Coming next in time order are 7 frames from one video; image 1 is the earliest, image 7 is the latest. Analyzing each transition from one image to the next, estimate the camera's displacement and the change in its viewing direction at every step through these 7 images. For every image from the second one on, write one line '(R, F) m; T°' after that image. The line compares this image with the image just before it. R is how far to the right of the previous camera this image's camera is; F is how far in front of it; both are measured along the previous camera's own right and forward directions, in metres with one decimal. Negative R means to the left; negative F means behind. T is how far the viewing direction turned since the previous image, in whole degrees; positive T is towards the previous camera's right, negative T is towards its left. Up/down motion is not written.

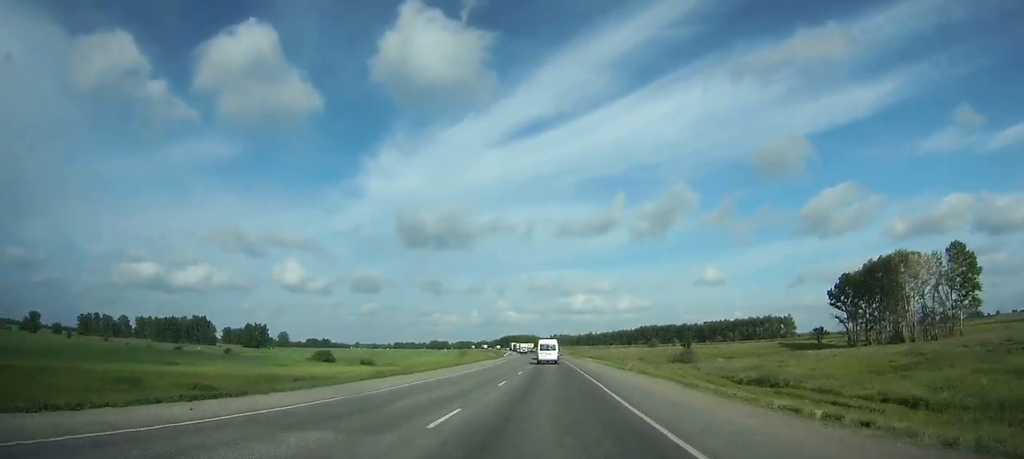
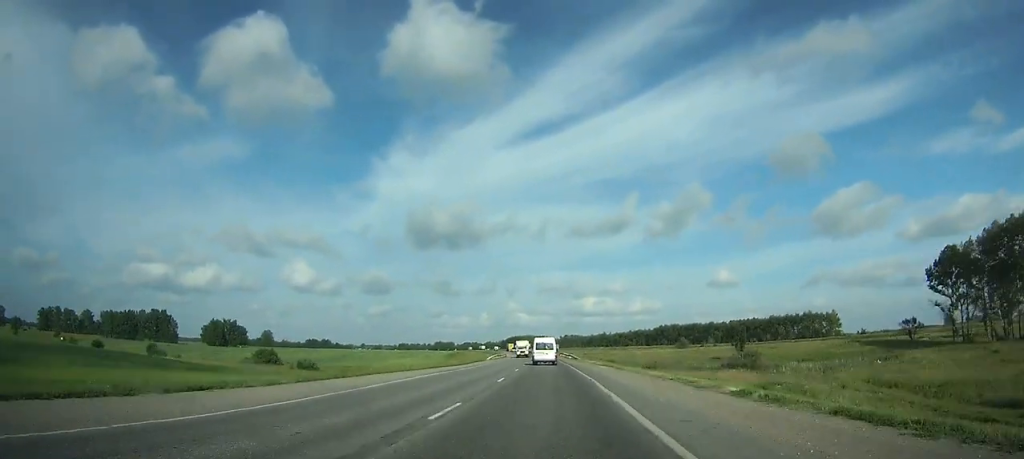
(-0.4, +46.5) m; -1°
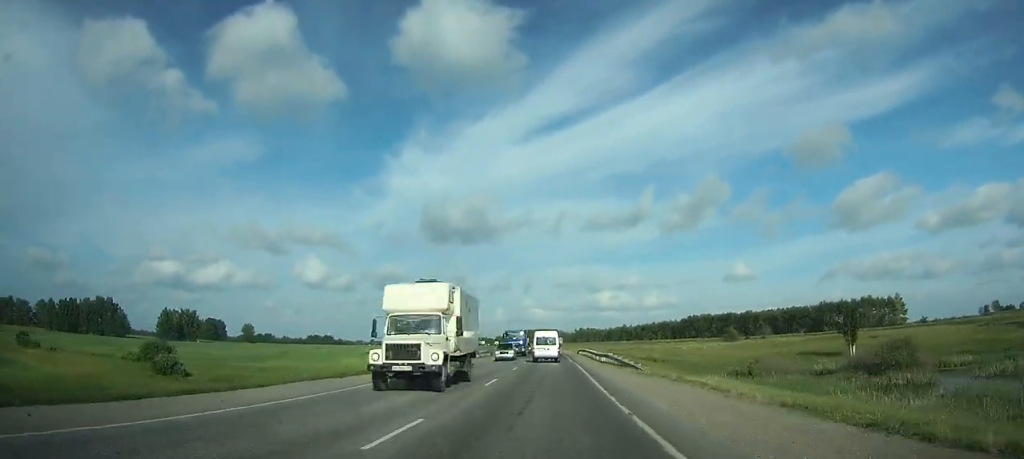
(-0.6, +52.5) m; -1°
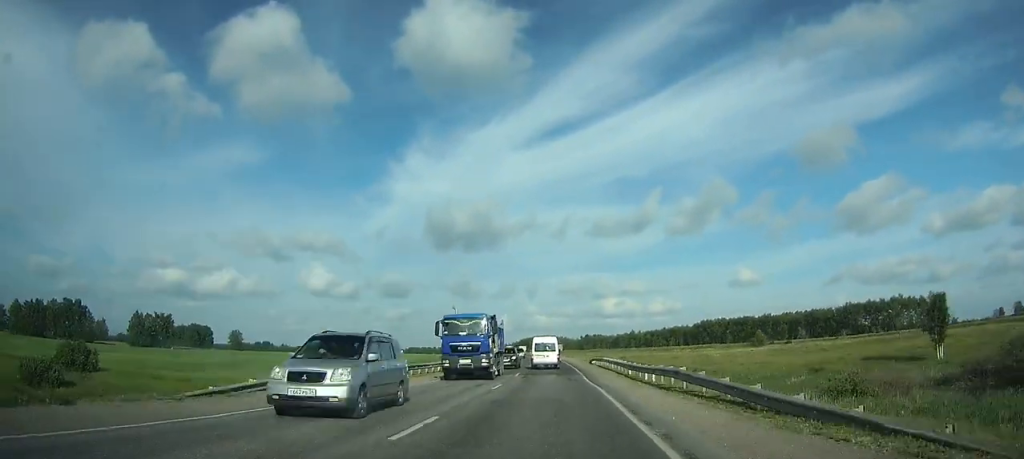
(-0.1, +23.3) m; -1°
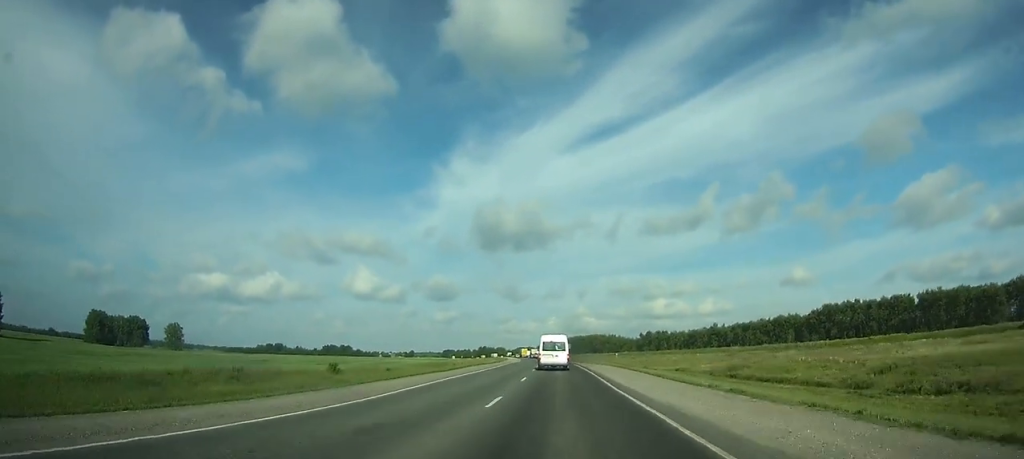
(-4.5, +110.8) m; -5°
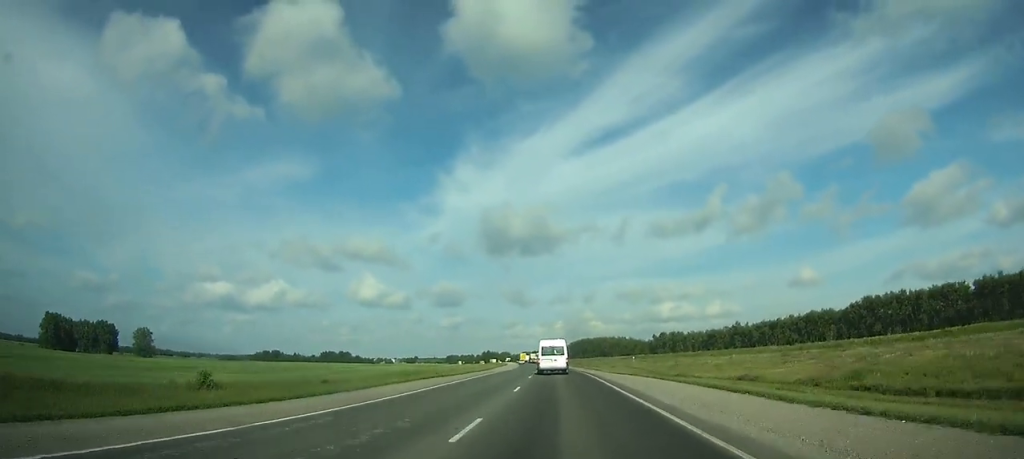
(-0.2, +30.3) m; -1°
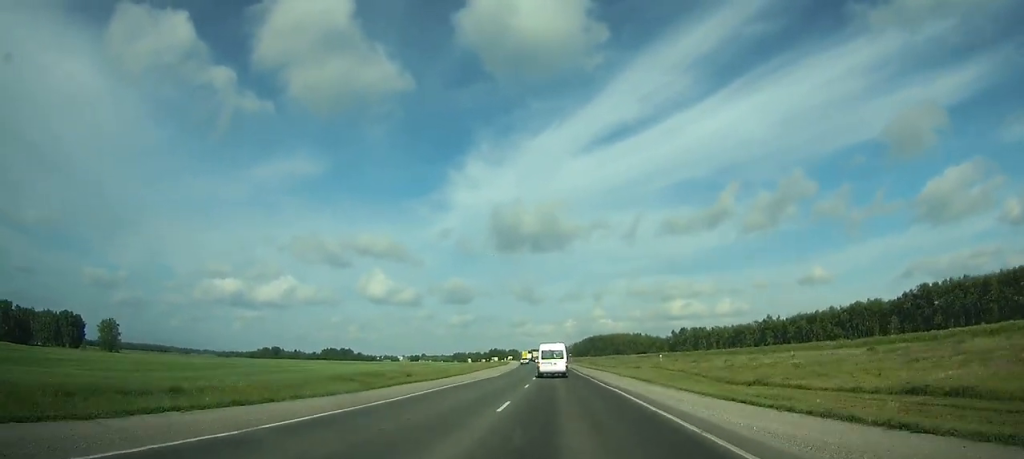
(-0.2, +31.4) m; -1°
